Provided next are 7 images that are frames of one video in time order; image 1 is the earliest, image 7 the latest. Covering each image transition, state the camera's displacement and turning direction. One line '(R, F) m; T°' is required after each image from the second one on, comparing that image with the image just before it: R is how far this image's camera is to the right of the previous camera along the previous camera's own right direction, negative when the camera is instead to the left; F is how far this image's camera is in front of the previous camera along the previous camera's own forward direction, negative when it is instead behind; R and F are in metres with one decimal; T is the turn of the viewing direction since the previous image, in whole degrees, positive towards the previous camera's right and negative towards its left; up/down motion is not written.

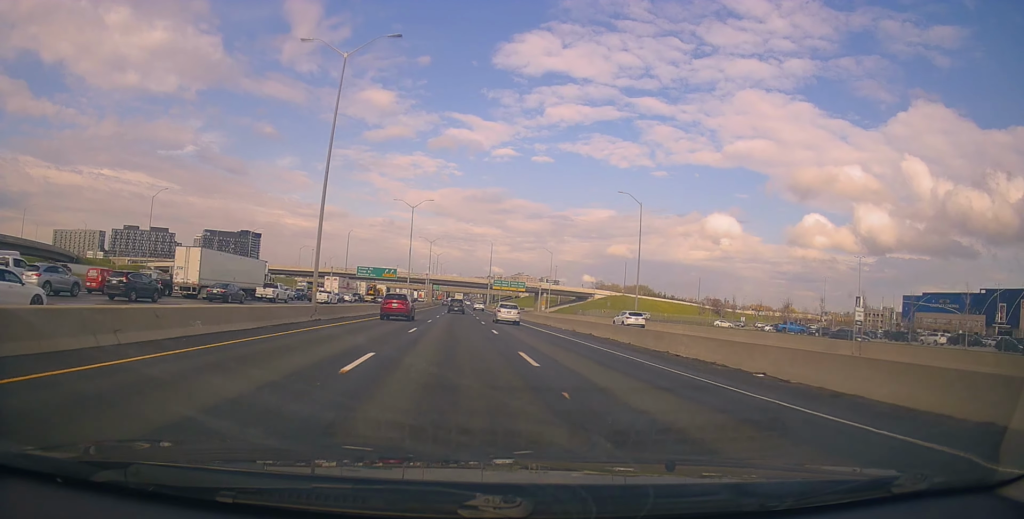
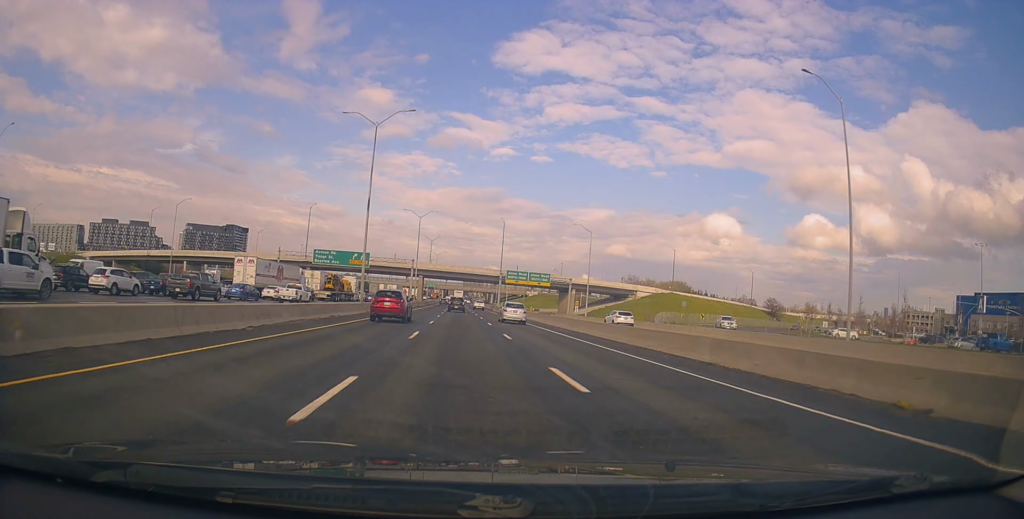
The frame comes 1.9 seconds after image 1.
(-0.7, +41.5) m; -1°
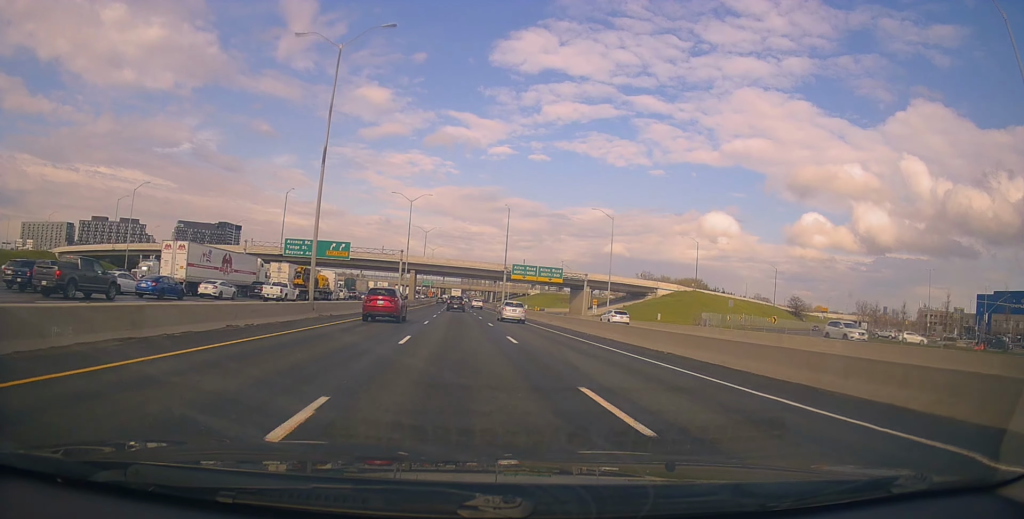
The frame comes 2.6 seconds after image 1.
(0.0, +15.0) m; 0°
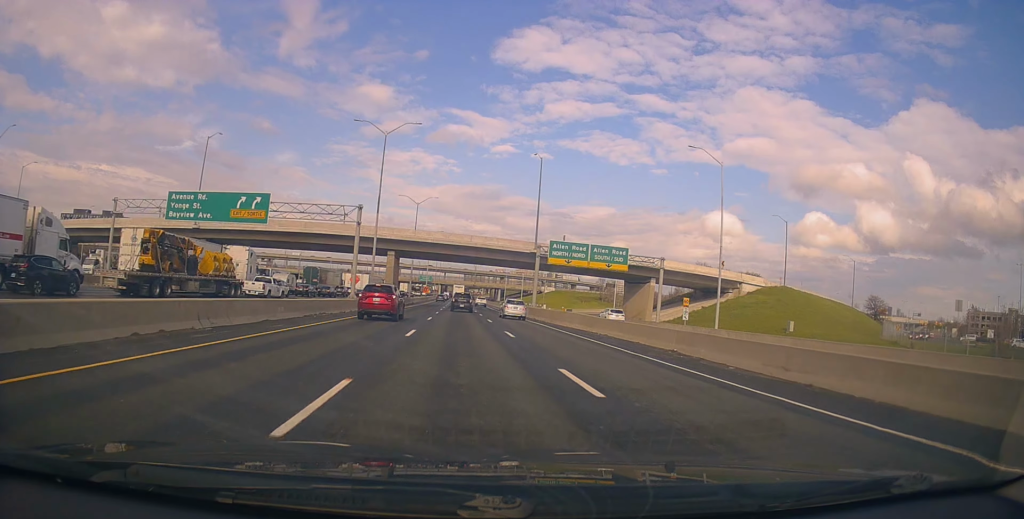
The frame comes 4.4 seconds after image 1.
(+0.9, +33.8) m; +3°
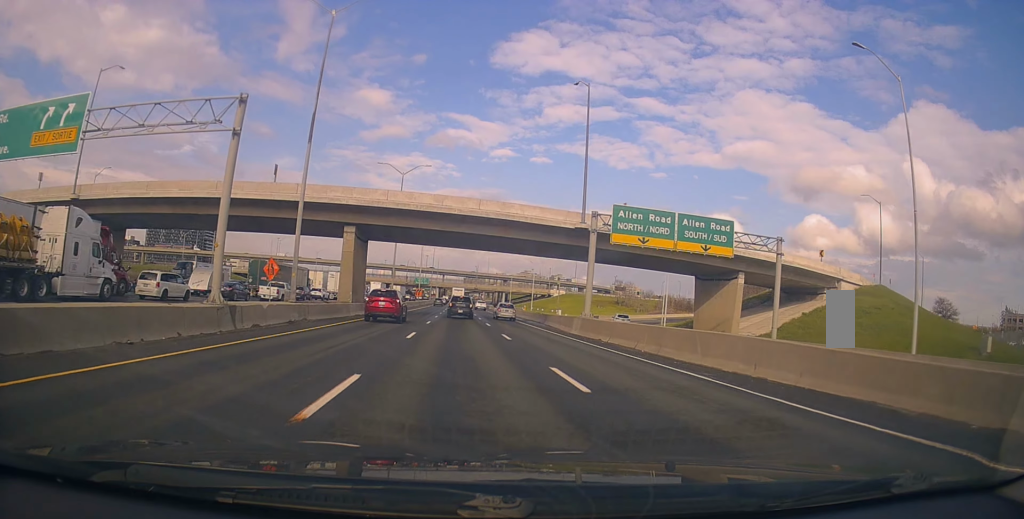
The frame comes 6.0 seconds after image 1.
(-0.5, +24.5) m; -3°
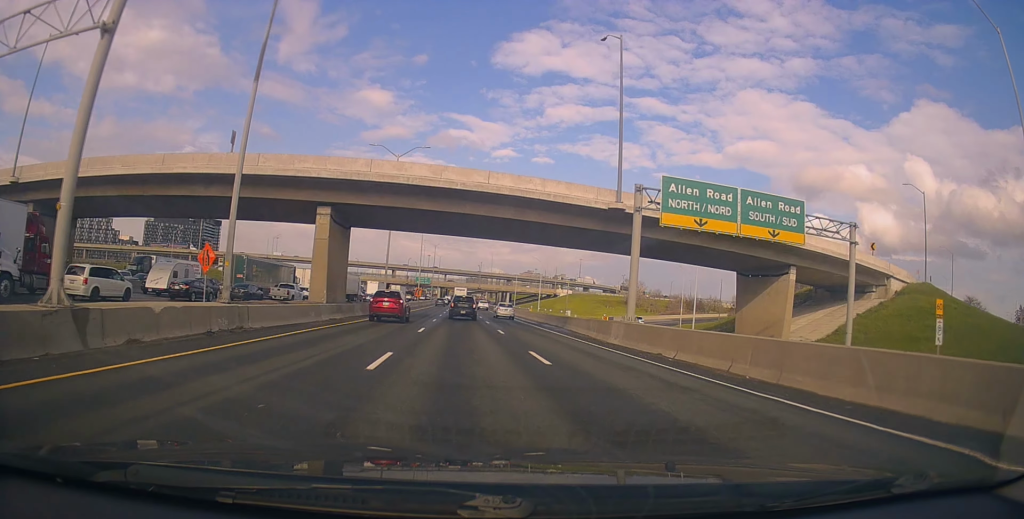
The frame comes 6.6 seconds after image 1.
(-0.1, +8.3) m; +1°
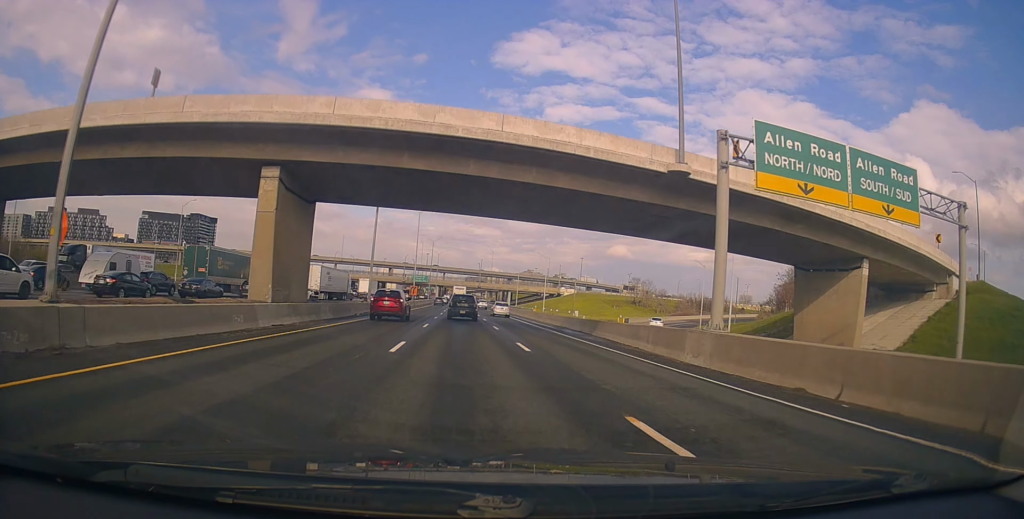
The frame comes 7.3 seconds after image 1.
(+0.2, +9.1) m; +2°
